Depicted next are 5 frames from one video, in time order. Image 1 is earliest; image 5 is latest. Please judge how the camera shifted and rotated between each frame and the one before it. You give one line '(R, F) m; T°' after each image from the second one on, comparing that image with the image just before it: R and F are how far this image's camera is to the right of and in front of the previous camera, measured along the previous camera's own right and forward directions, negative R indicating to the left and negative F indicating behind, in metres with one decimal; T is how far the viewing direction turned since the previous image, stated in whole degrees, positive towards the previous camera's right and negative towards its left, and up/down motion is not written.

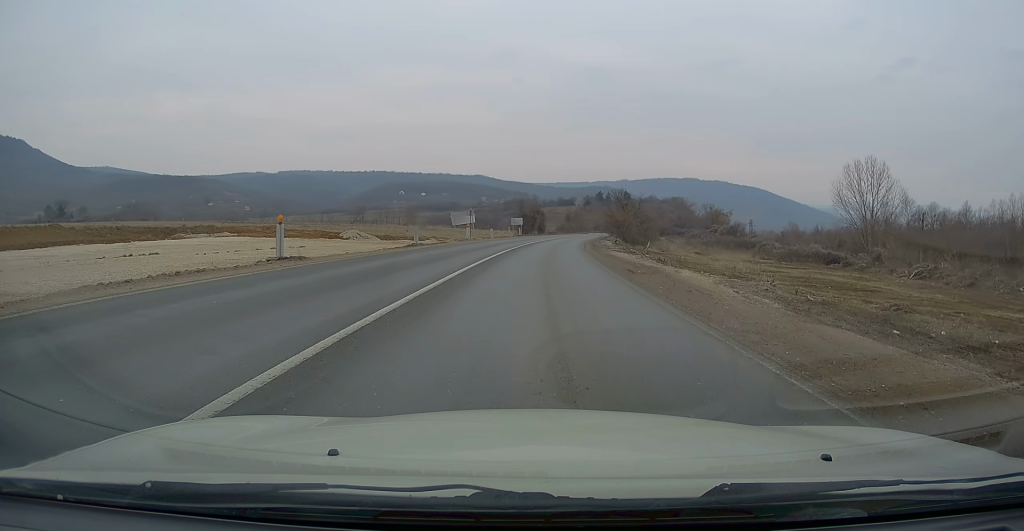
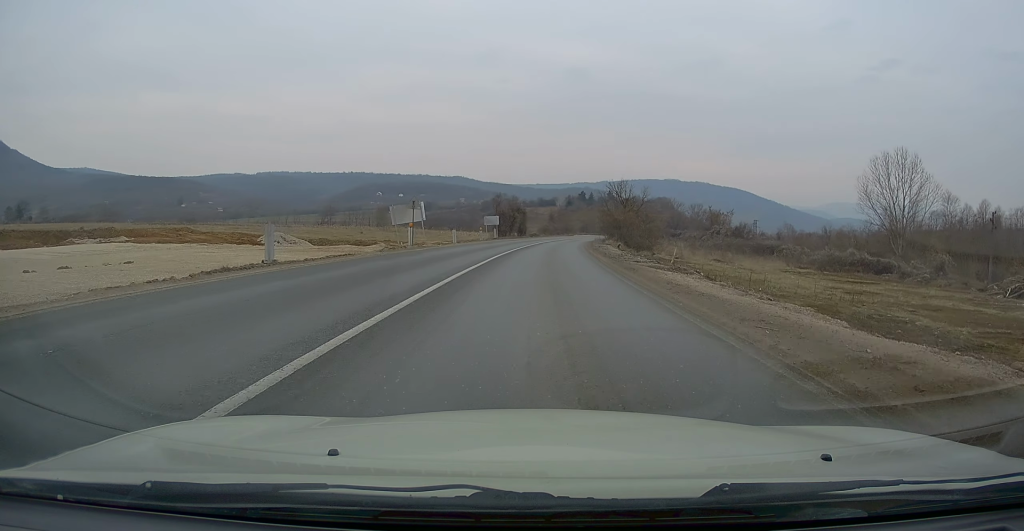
(0.0, +18.7) m; +2°
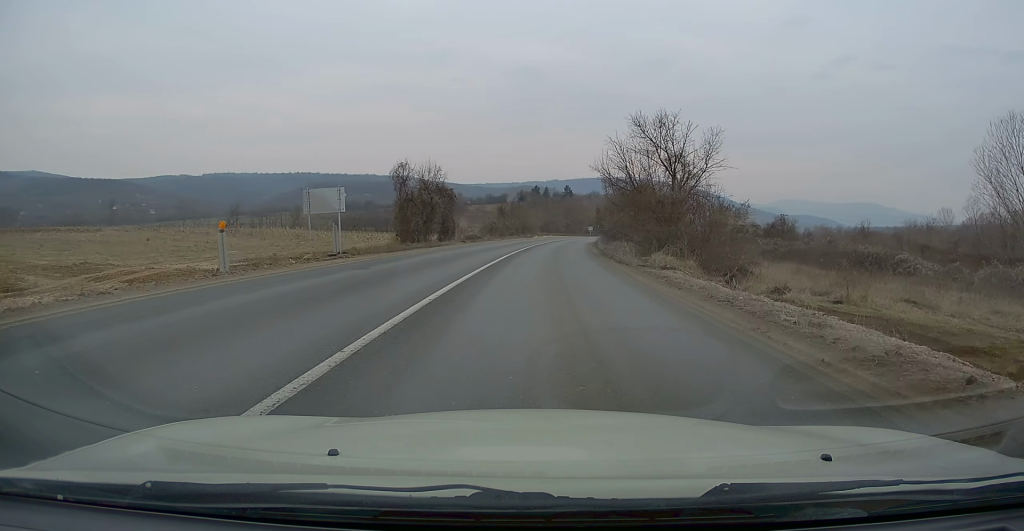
(+1.7, +45.6) m; +4°
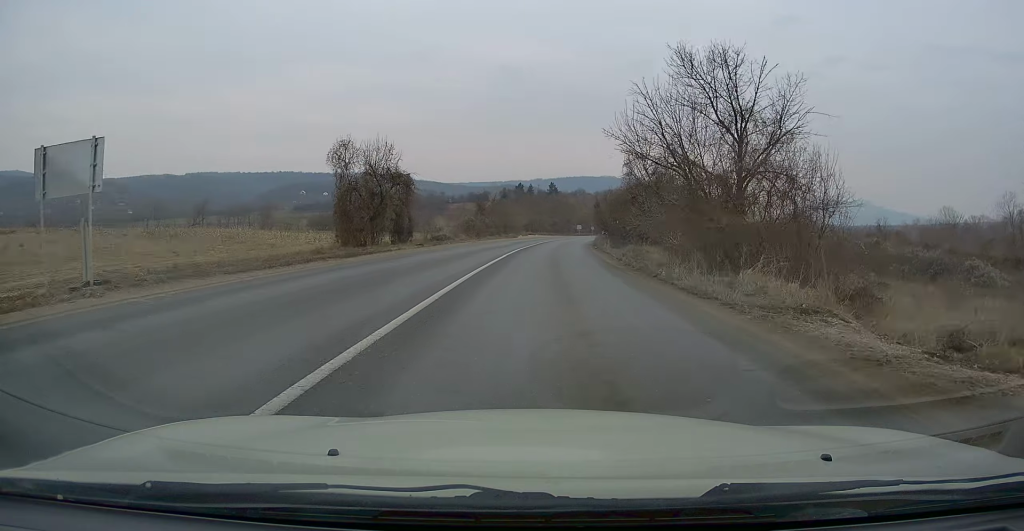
(+0.5, +13.2) m; +2°
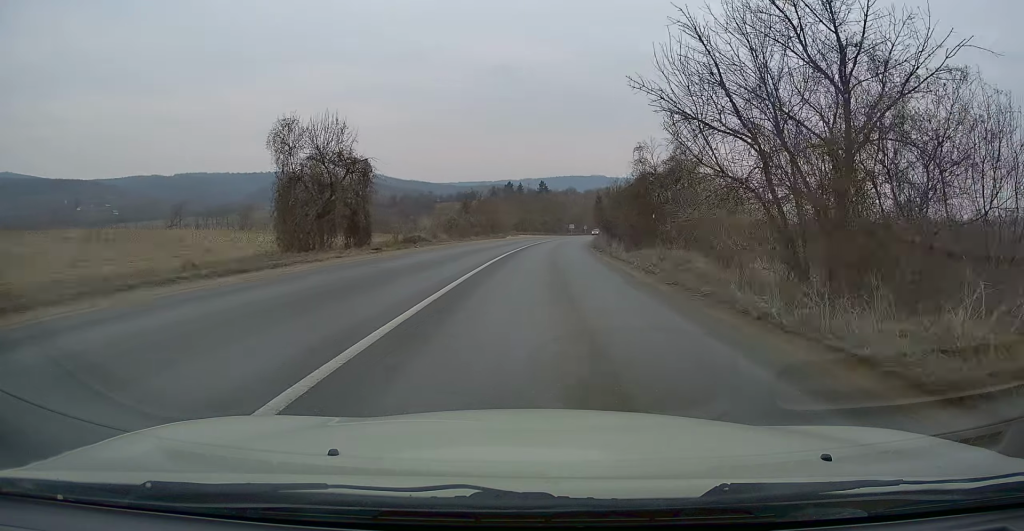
(+0.1, +8.3) m; +1°
